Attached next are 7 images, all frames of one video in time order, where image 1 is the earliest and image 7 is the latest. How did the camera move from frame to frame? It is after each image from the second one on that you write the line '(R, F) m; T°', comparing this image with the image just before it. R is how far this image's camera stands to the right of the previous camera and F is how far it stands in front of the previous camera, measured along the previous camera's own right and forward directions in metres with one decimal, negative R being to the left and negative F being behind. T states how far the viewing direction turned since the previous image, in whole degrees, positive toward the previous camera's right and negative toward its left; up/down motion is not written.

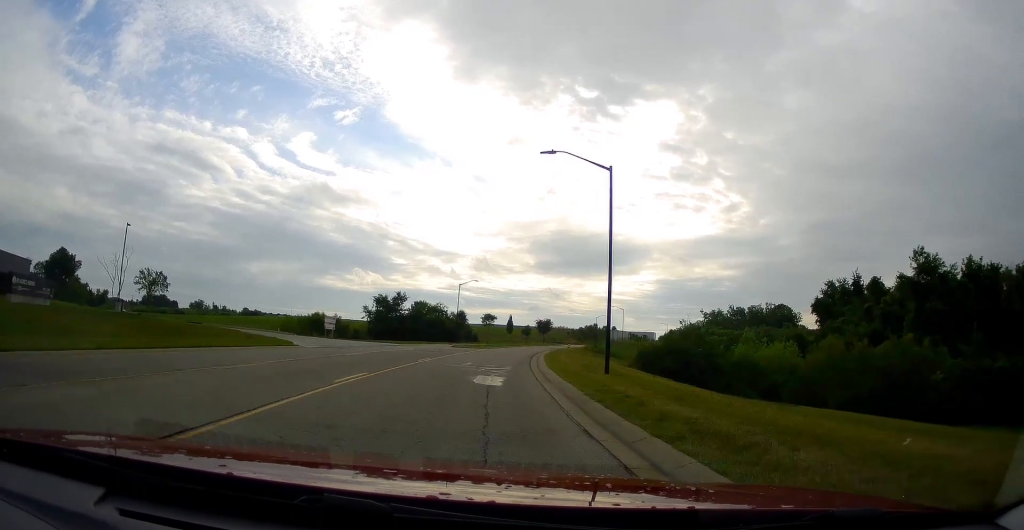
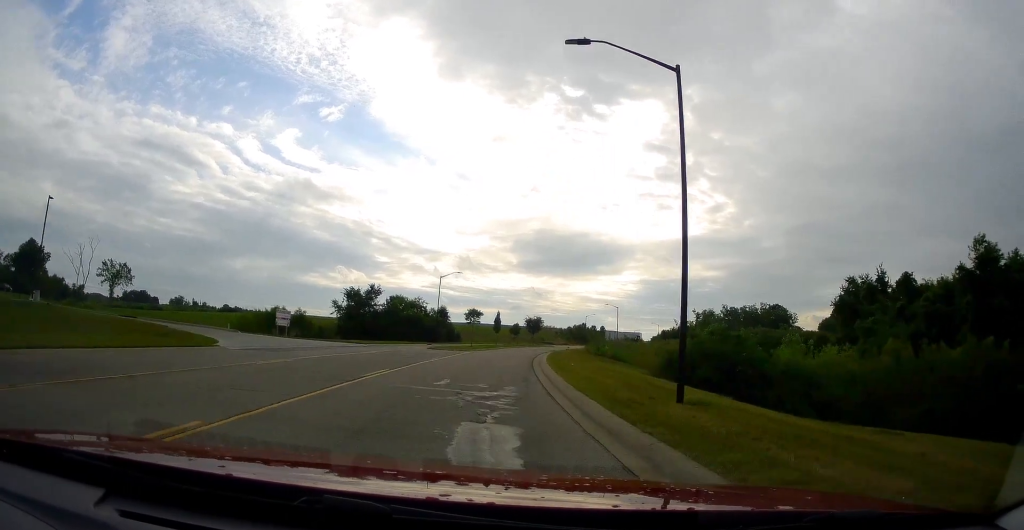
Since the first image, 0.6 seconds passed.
(+0.3, +10.1) m; +3°
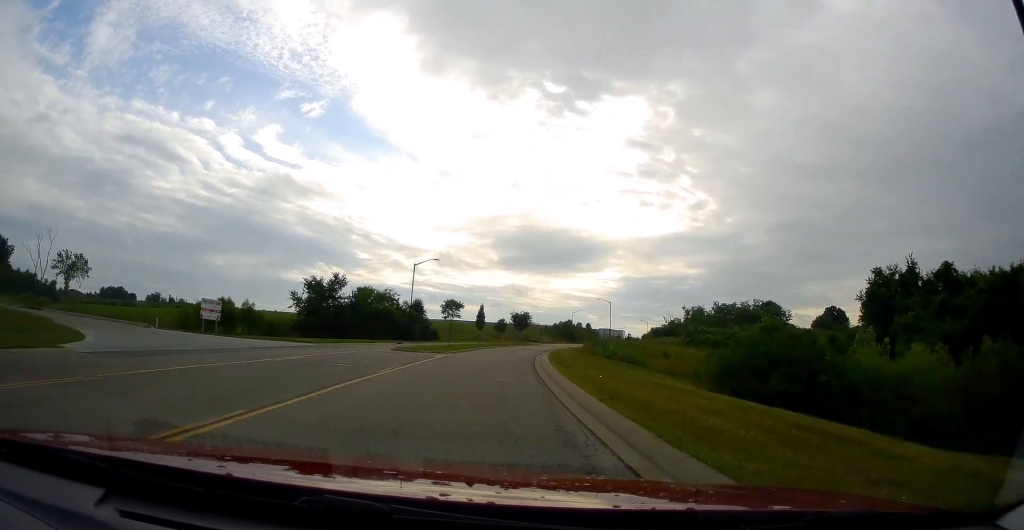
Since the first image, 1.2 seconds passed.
(+0.4, +10.8) m; +3°
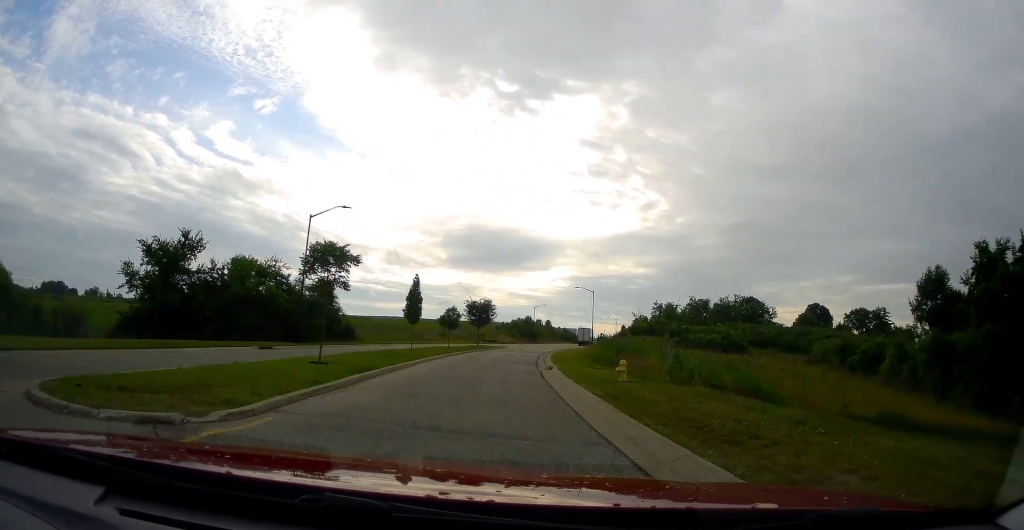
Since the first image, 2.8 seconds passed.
(+0.8, +27.3) m; +3°
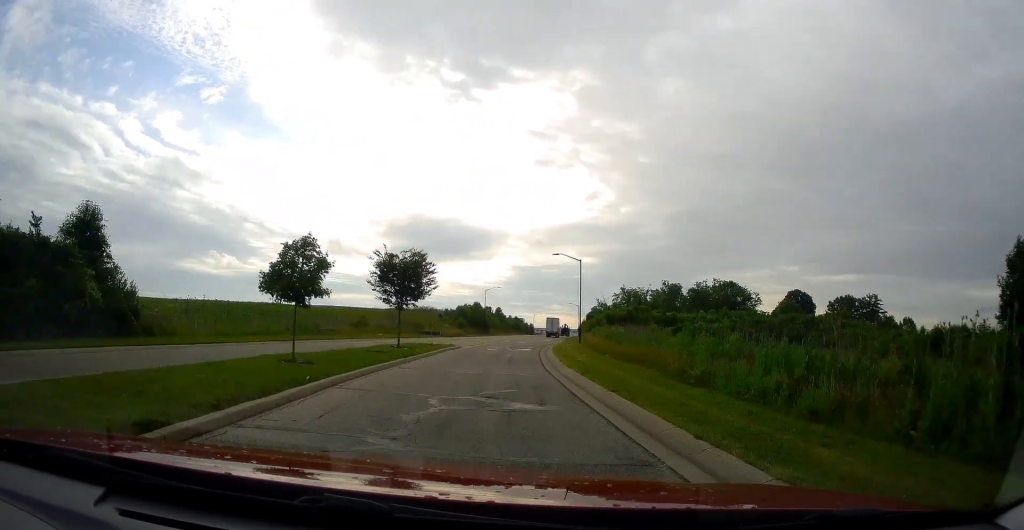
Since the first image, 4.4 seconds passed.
(+1.2, +28.7) m; +6°
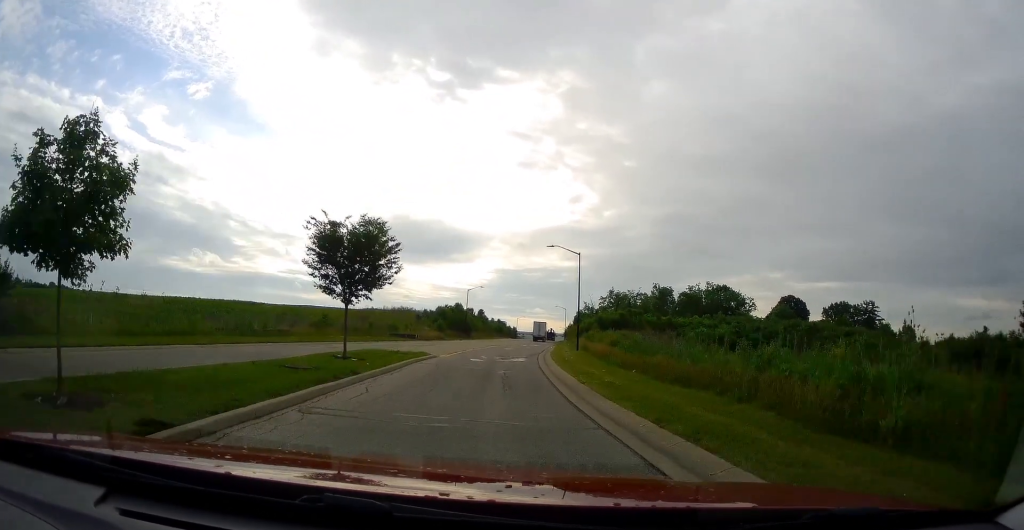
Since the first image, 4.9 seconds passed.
(+0.1, +8.6) m; +2°
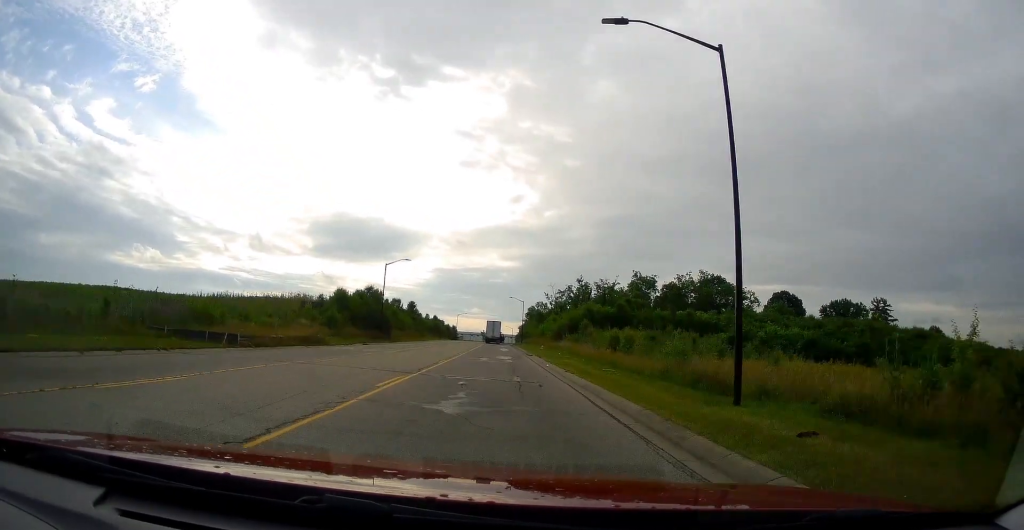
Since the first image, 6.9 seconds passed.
(+2.9, +39.1) m; +7°
